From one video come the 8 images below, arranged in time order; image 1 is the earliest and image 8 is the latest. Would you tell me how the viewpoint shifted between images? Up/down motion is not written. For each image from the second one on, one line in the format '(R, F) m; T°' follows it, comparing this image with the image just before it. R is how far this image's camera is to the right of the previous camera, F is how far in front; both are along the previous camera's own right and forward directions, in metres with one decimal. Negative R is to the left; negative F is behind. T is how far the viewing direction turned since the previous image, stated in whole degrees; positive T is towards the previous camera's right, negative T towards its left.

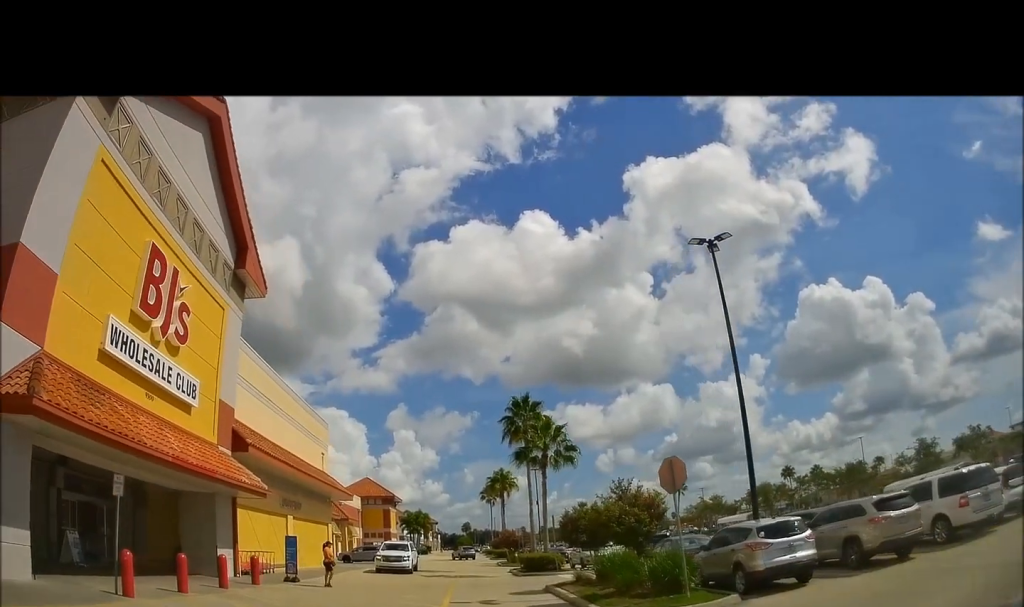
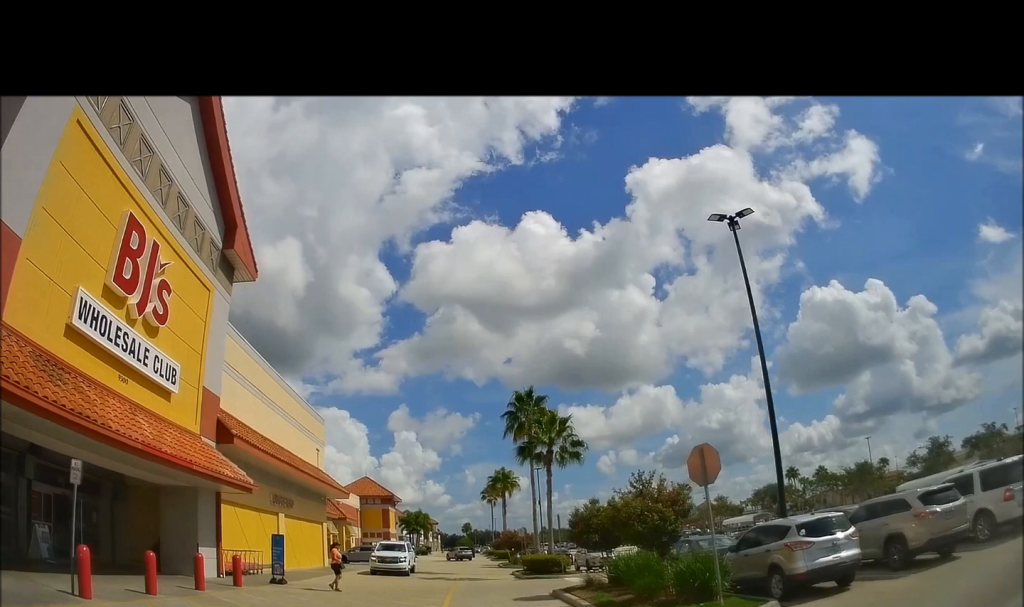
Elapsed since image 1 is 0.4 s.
(0.0, +1.9) m; +1°
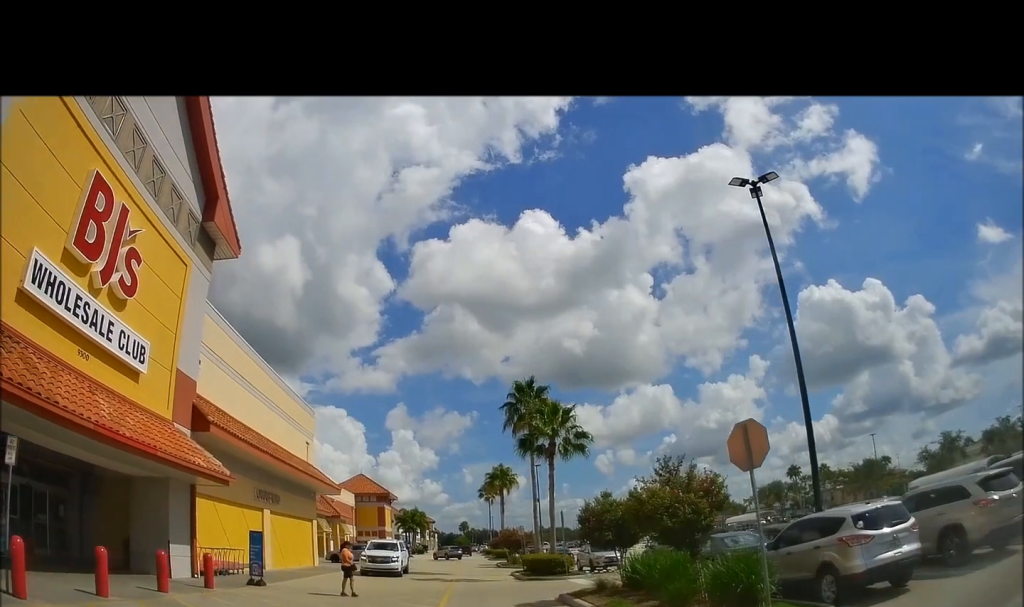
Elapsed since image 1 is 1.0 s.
(+0.2, +2.2) m; +4°
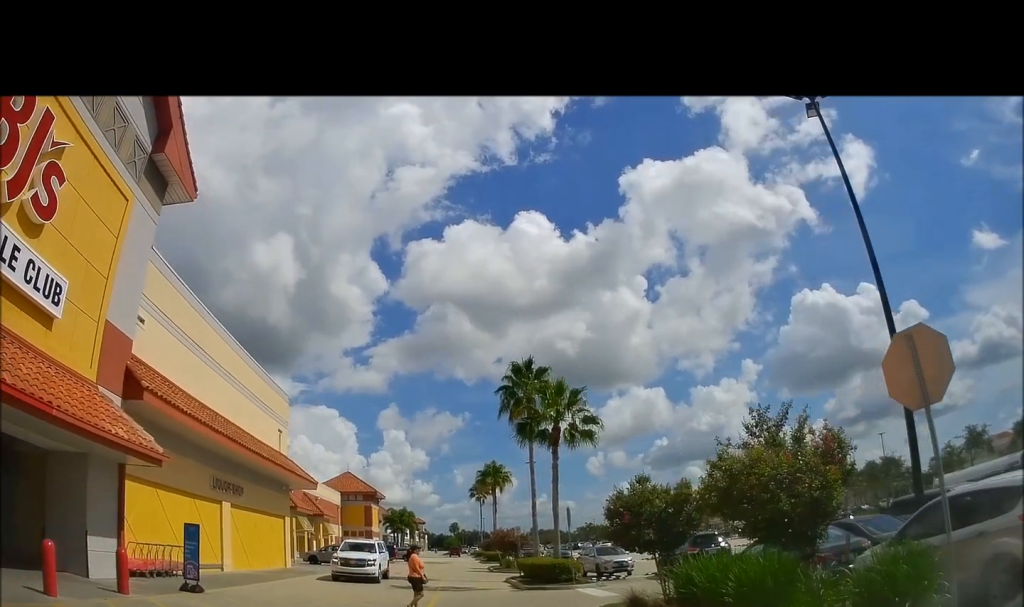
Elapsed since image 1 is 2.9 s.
(+0.1, +5.1) m; +1°
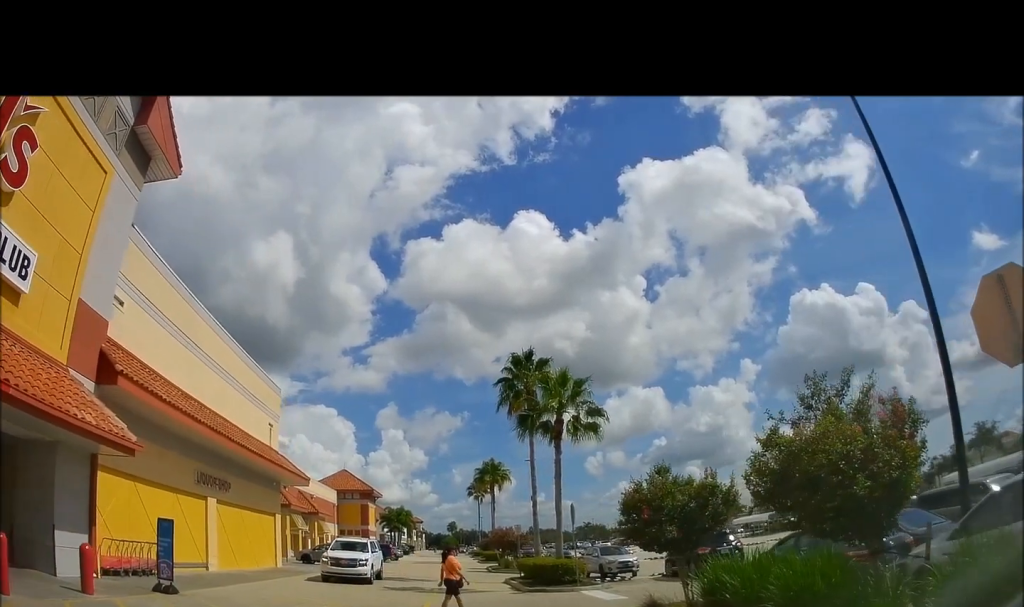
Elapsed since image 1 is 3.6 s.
(0.0, +1.8) m; 0°
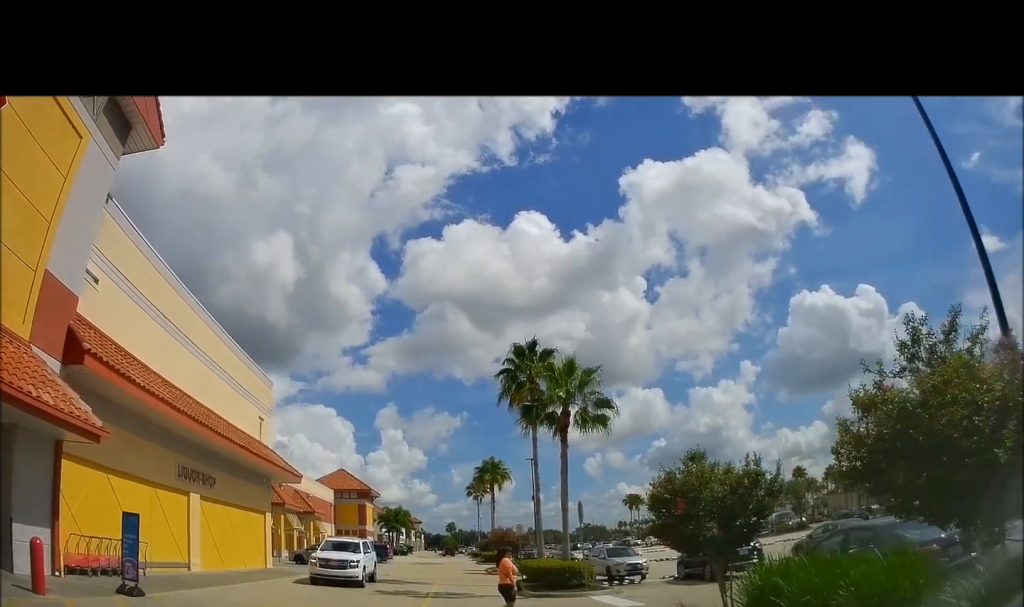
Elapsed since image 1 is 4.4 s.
(0.0, +2.2) m; 0°
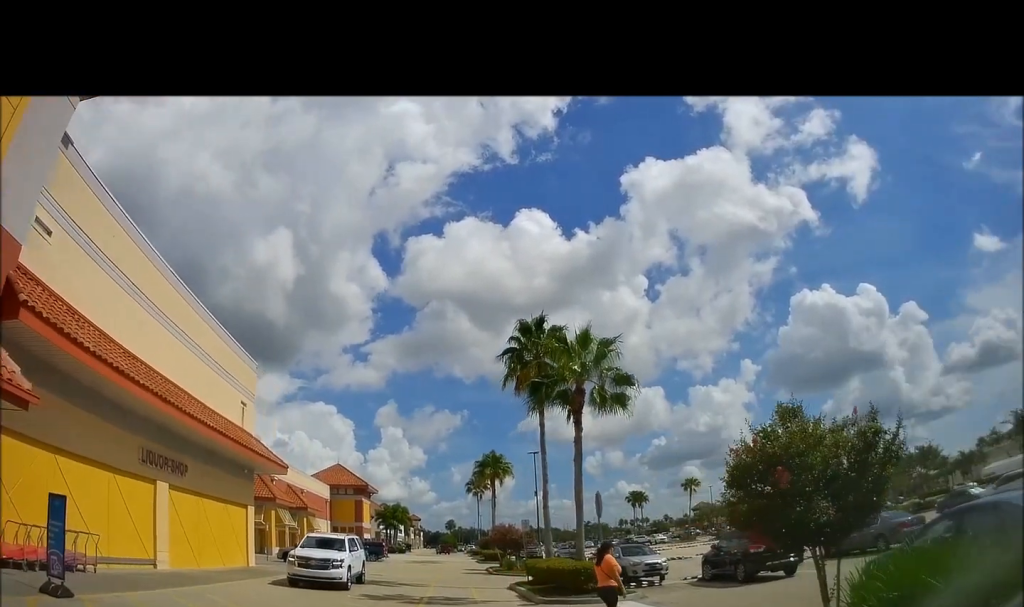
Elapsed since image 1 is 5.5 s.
(0.0, +3.2) m; 0°
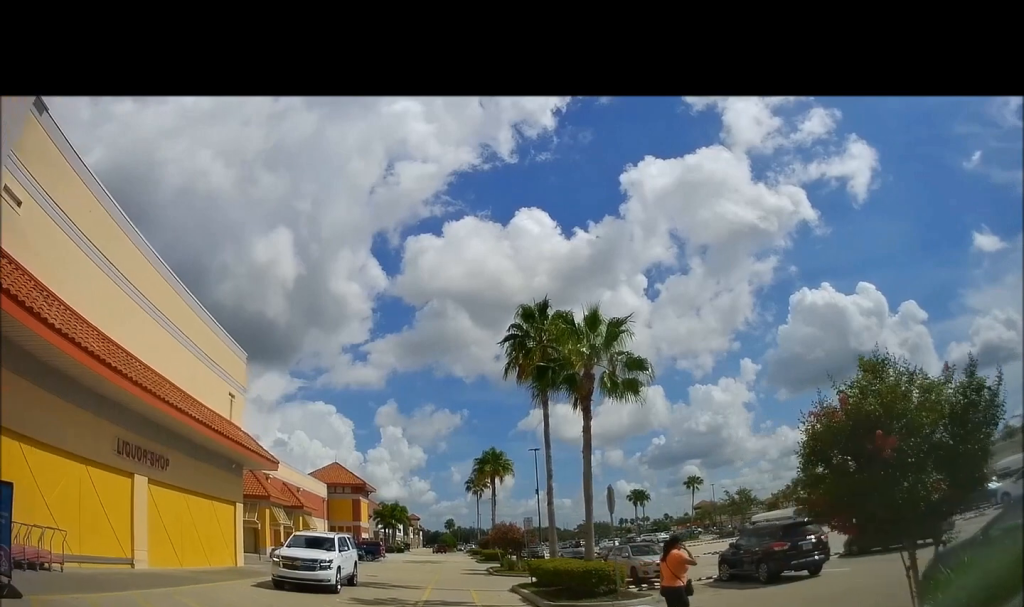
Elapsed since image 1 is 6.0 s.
(0.0, +1.6) m; 0°
